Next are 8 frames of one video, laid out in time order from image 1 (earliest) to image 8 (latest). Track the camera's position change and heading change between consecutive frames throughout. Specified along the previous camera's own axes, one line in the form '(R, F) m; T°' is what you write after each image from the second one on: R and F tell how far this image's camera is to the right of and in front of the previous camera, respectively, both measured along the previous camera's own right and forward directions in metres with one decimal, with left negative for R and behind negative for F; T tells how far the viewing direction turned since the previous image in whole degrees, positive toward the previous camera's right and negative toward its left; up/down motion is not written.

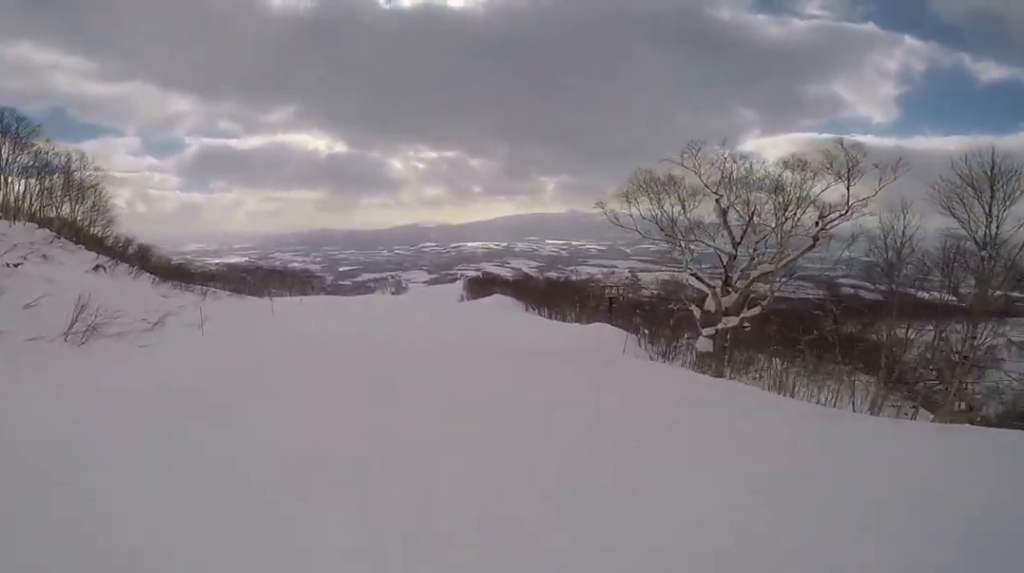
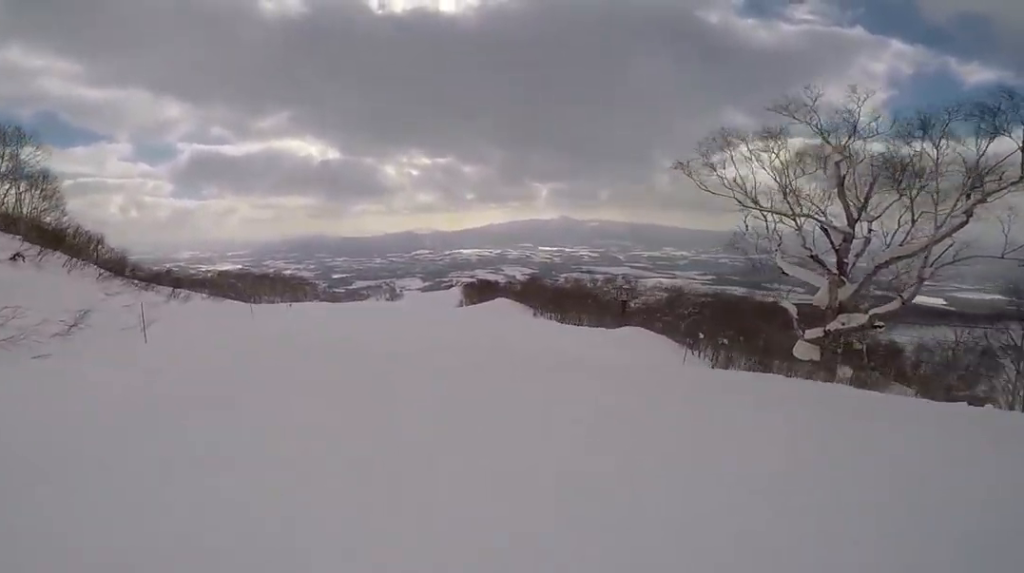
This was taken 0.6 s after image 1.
(-0.5, +5.9) m; 0°
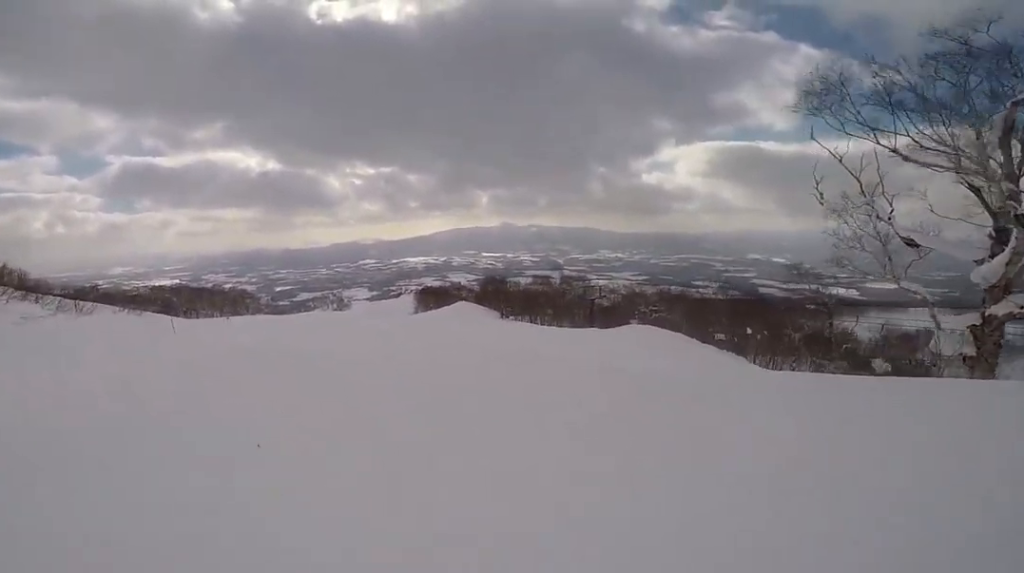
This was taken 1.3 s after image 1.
(-0.3, +6.7) m; 0°
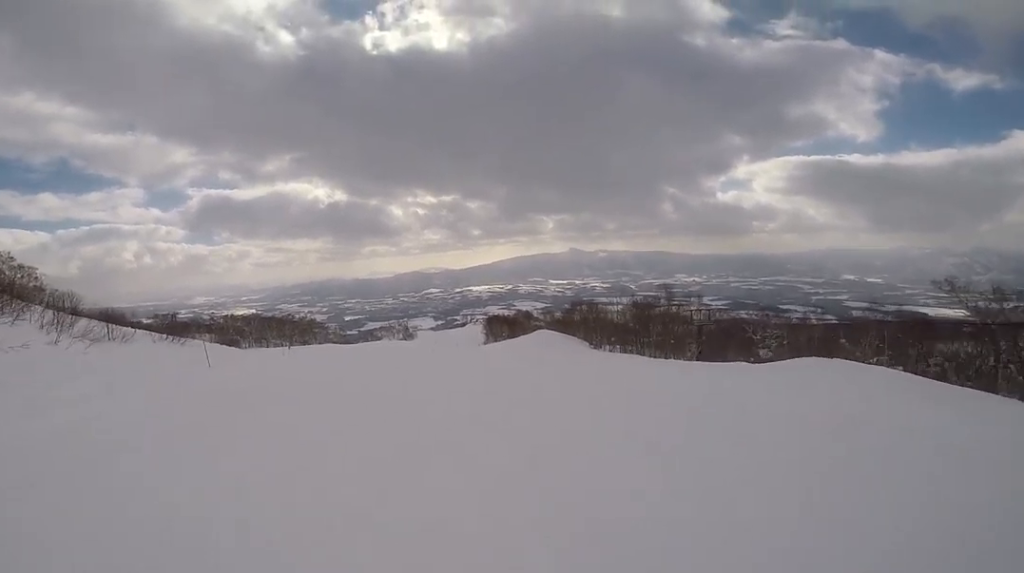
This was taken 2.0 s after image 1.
(+0.7, +6.8) m; 0°
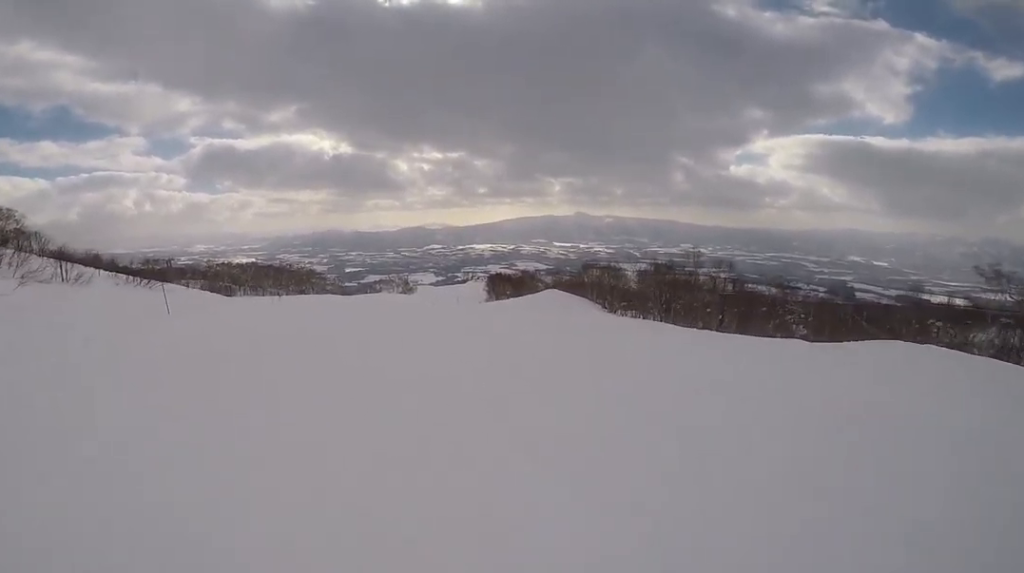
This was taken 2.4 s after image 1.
(-0.2, +4.1) m; -5°
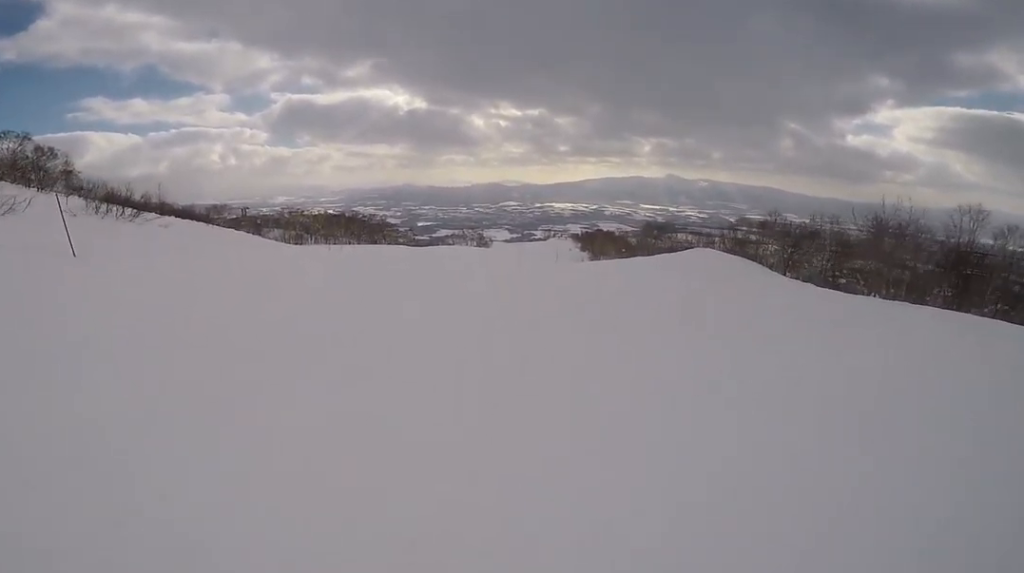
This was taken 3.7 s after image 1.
(-2.3, +12.4) m; -11°
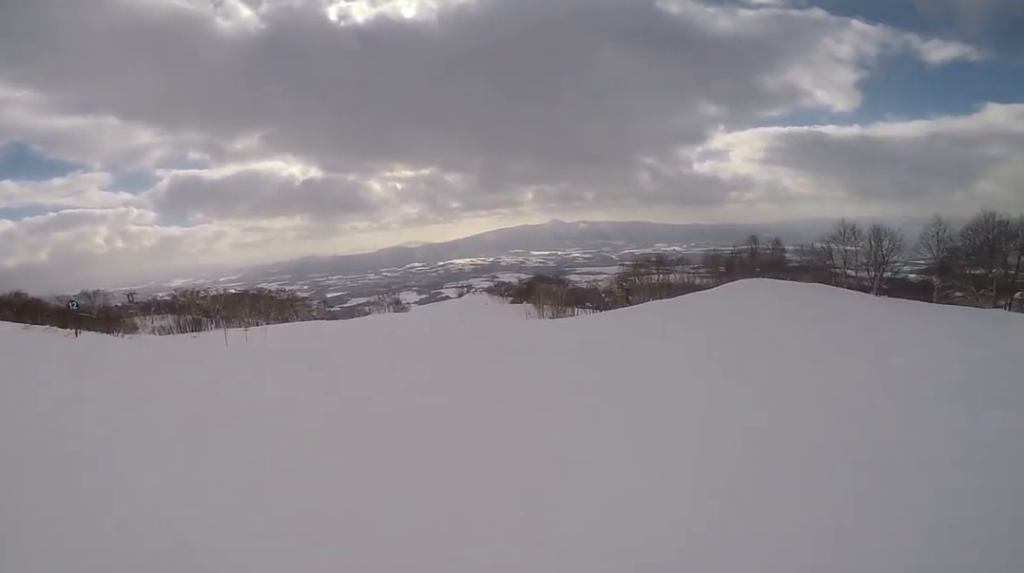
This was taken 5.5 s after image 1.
(+2.7, +16.9) m; +19°
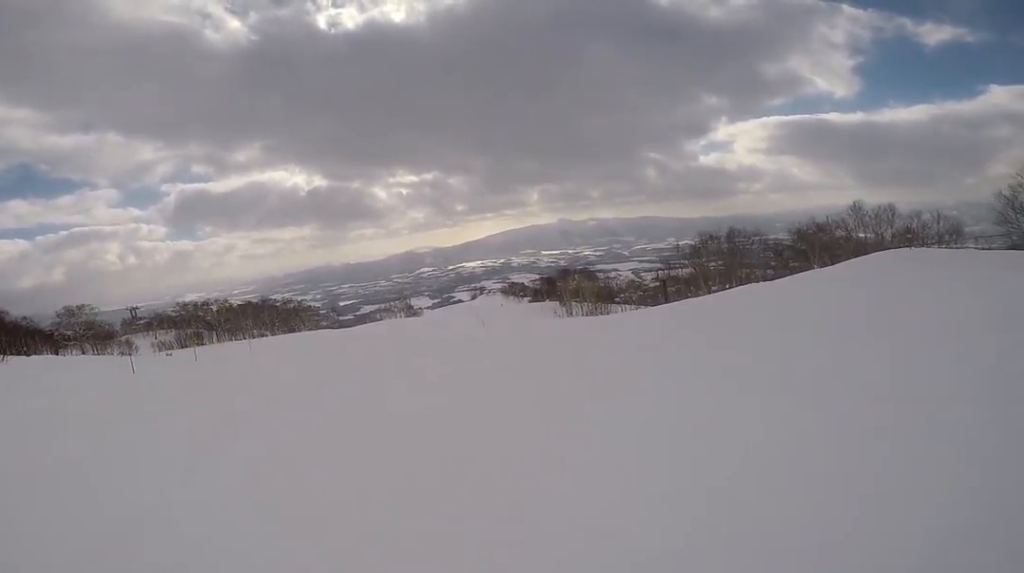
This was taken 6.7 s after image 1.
(+0.6, +10.6) m; -2°
